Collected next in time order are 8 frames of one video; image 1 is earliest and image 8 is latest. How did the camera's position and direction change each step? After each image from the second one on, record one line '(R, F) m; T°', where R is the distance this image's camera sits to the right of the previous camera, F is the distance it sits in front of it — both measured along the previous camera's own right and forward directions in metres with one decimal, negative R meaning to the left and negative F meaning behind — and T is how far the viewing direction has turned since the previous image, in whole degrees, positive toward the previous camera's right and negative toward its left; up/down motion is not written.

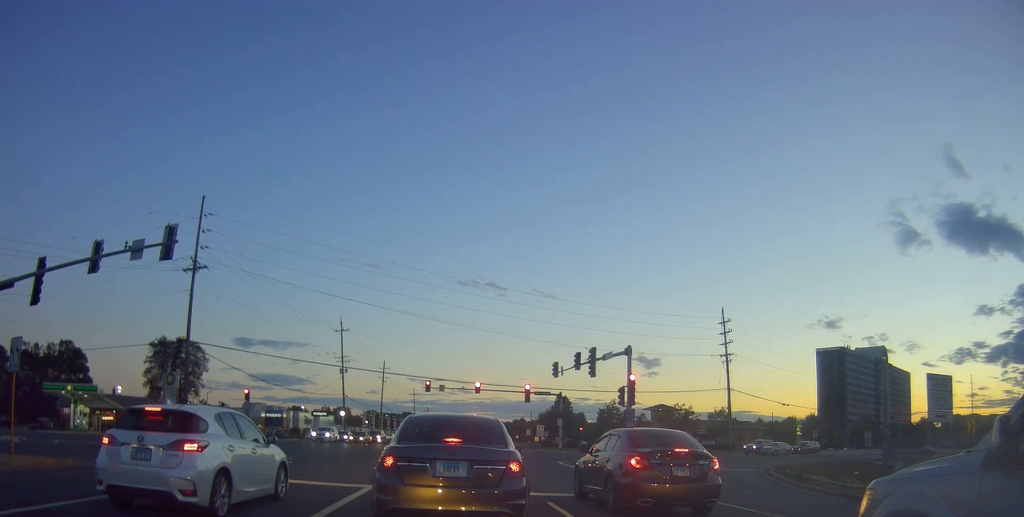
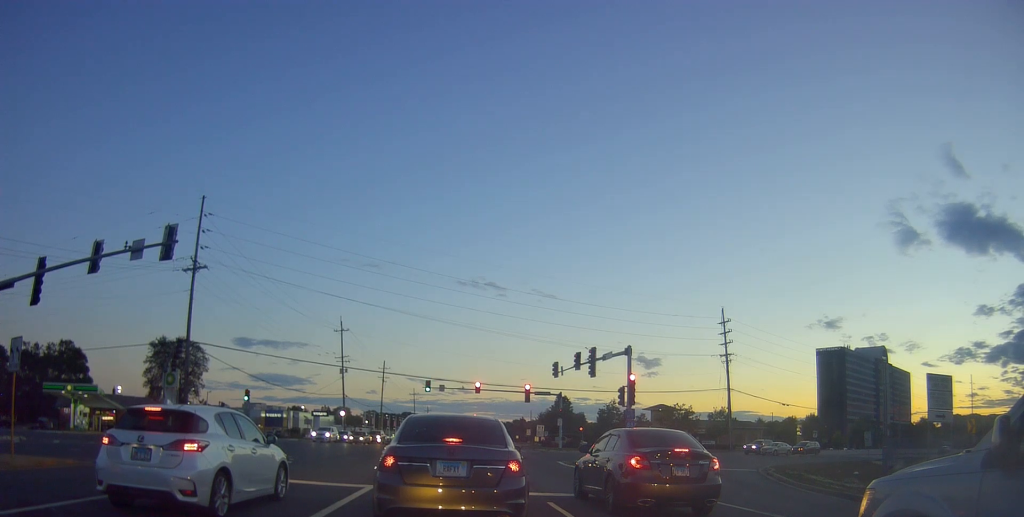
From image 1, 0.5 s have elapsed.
(0.0, 0.0) m; 0°
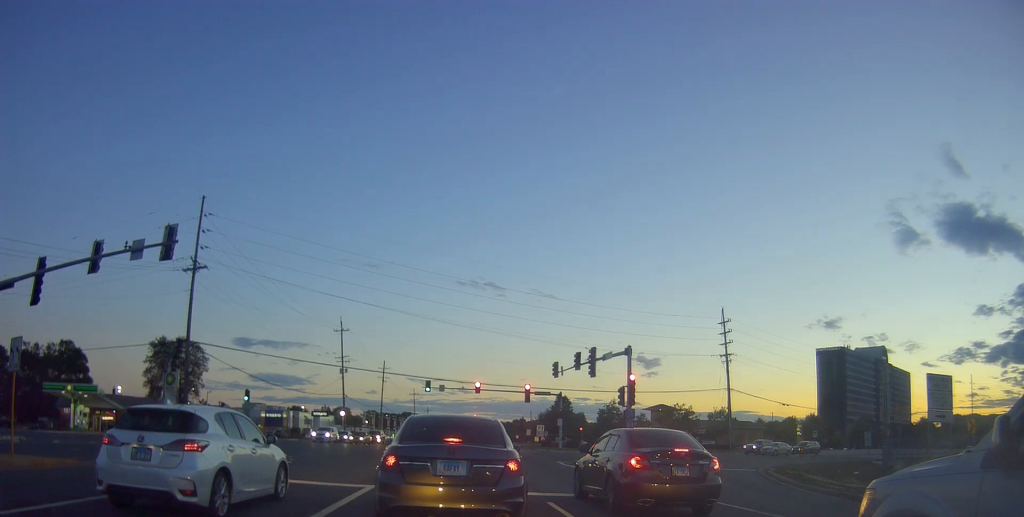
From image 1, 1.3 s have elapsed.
(0.0, 0.0) m; 0°
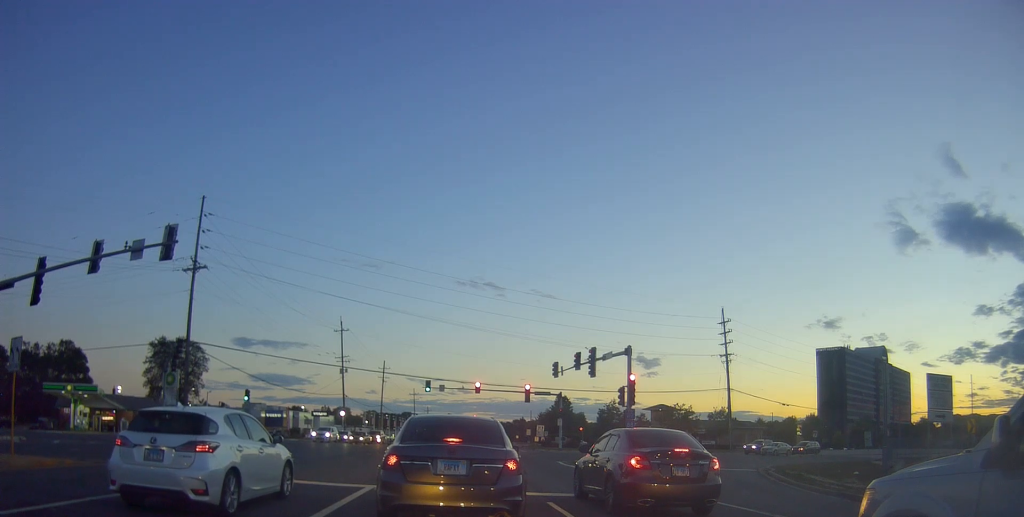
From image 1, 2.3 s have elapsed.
(0.0, 0.0) m; 0°
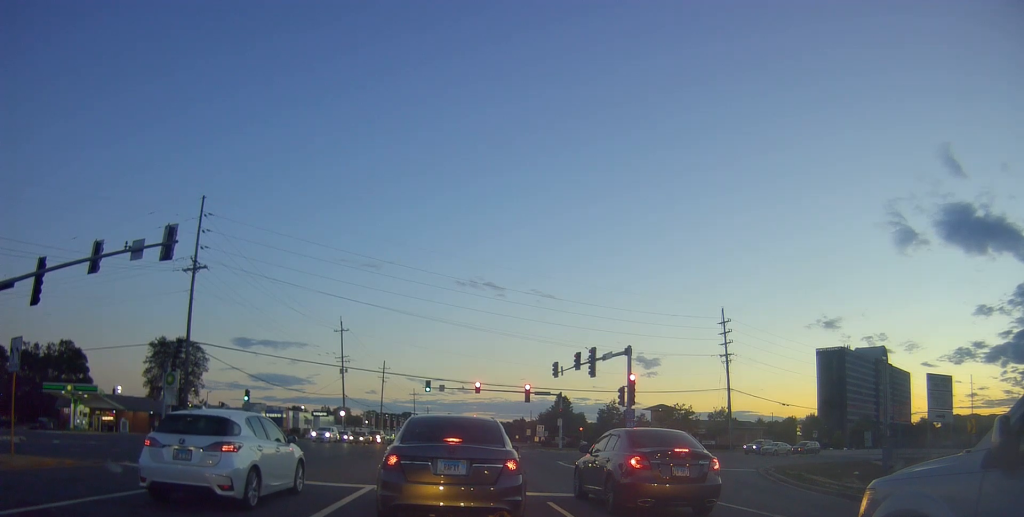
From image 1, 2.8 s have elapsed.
(0.0, 0.0) m; 0°
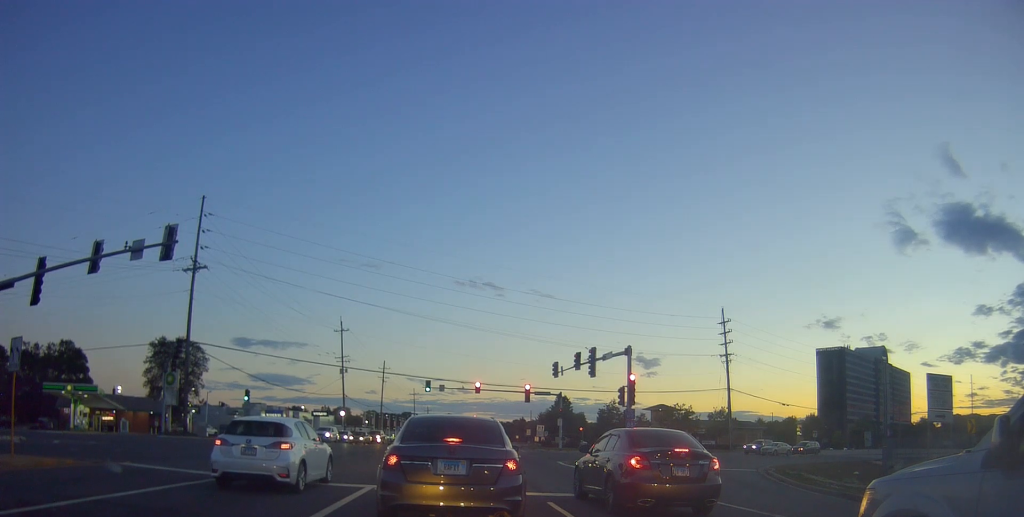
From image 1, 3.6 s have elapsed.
(0.0, 0.0) m; 0°
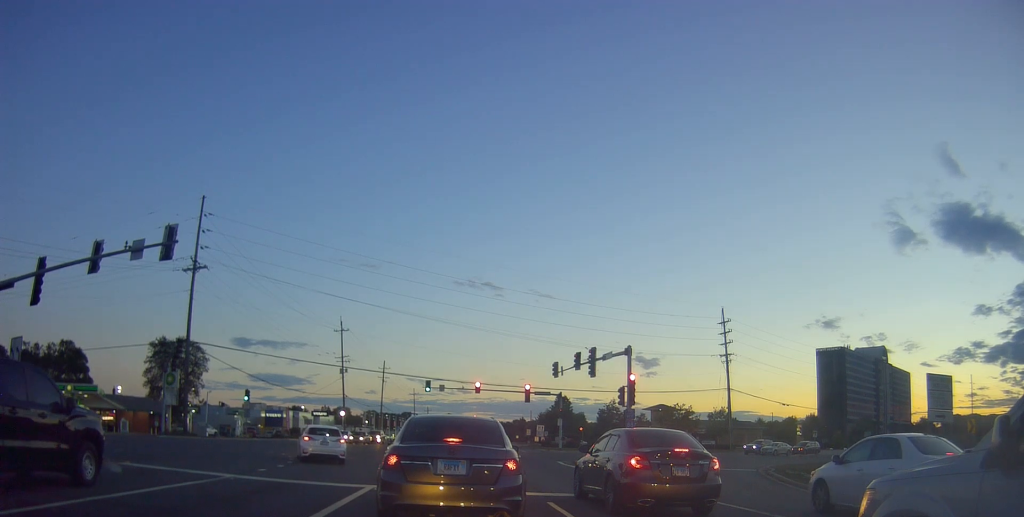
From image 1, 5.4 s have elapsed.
(0.0, 0.0) m; 0°
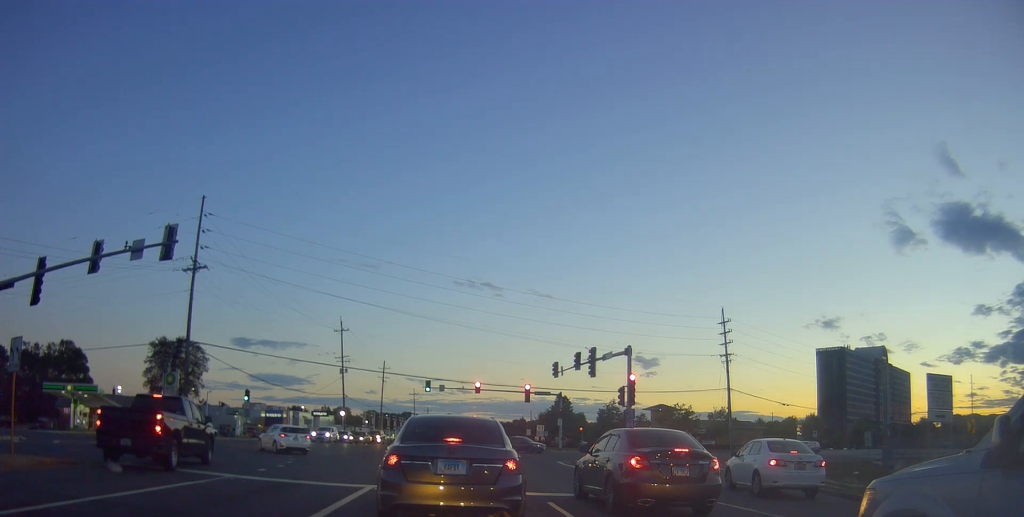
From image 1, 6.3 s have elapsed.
(0.0, 0.0) m; 0°
